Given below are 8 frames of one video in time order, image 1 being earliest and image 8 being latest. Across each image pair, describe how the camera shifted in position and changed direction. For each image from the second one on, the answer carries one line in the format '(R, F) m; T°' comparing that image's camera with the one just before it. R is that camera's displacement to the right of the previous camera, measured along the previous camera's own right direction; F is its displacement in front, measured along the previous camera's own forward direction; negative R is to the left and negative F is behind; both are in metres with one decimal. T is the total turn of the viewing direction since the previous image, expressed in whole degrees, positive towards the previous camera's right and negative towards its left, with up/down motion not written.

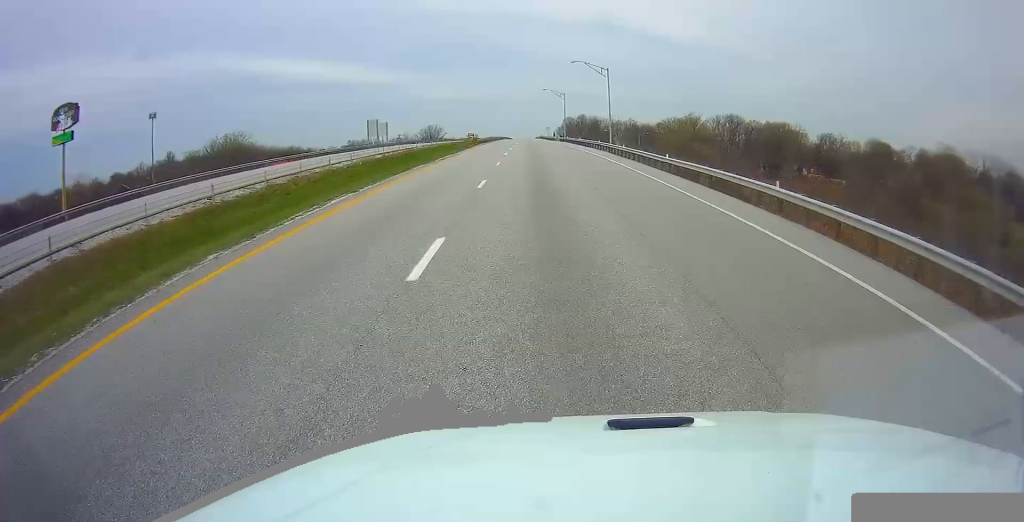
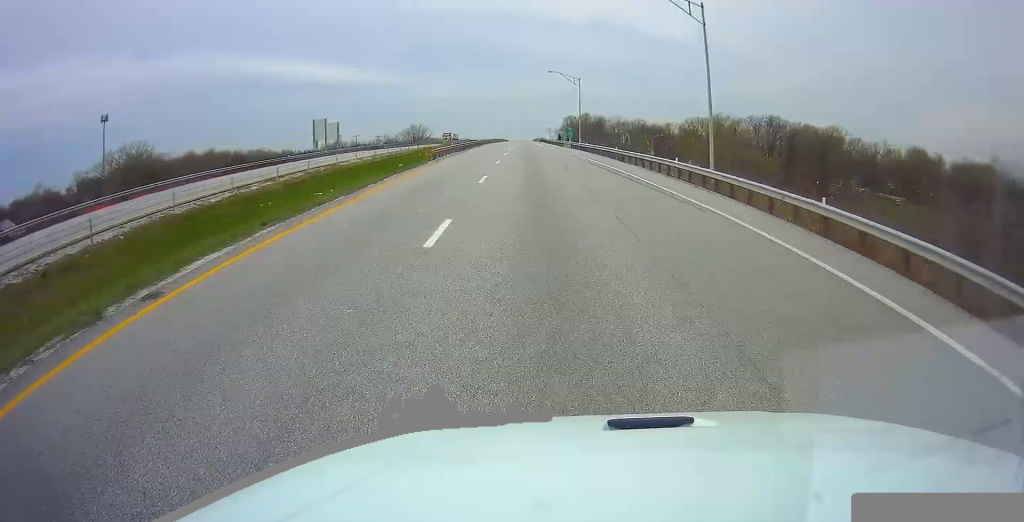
(-0.3, +33.7) m; 0°
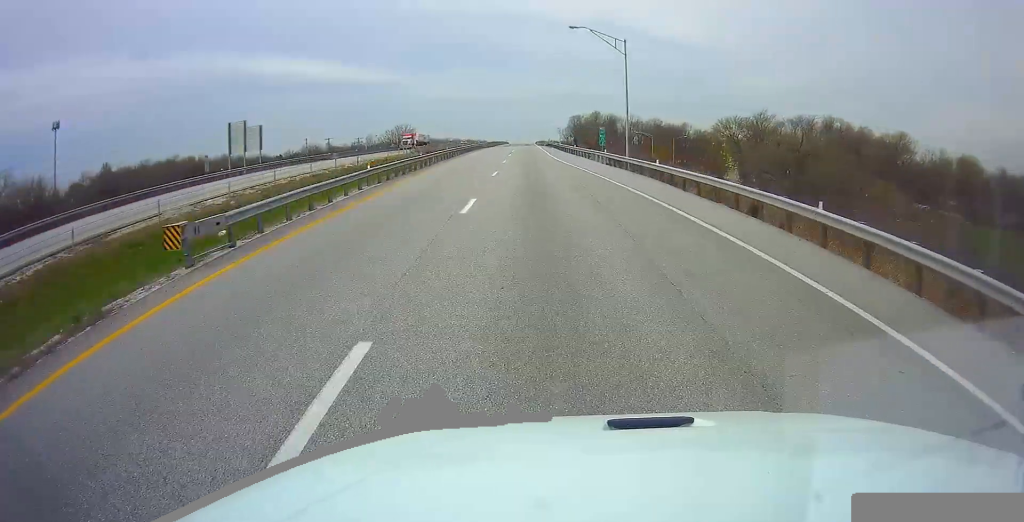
(+0.2, +31.7) m; +1°
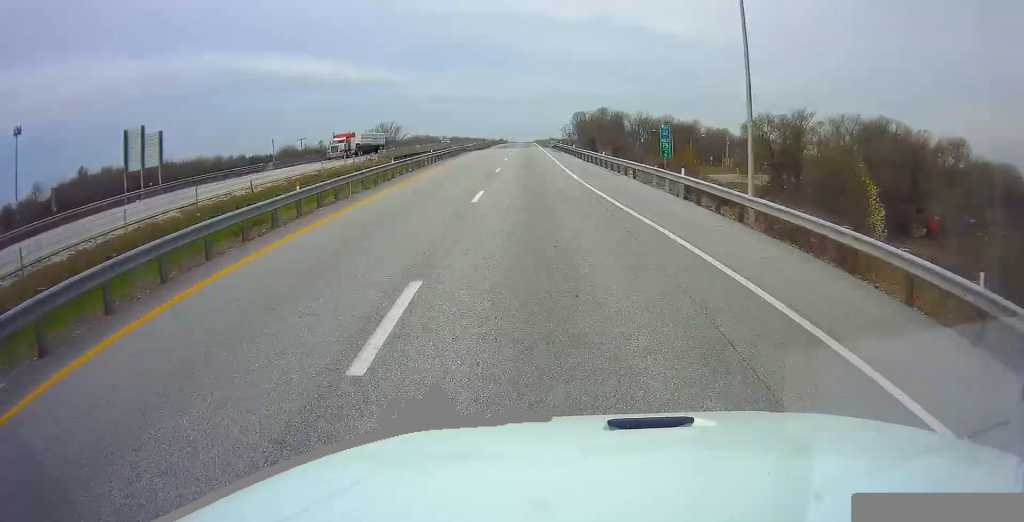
(+0.1, +21.8) m; 0°
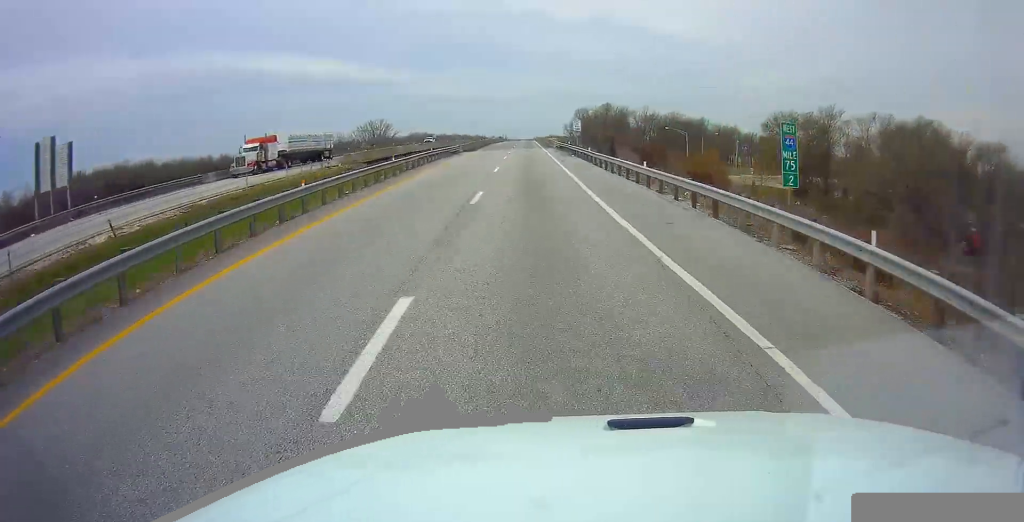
(+0.1, +12.9) m; 0°
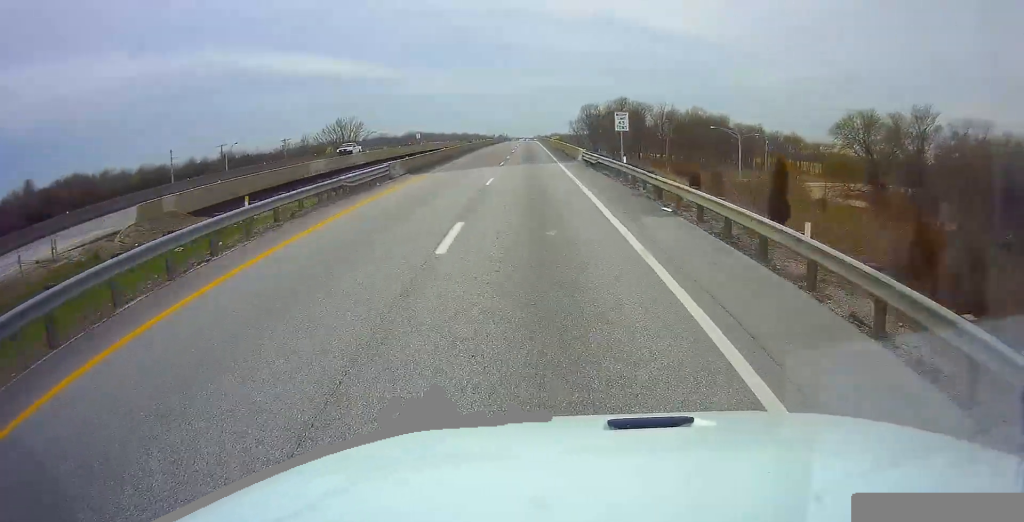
(-0.5, +30.6) m; 0°
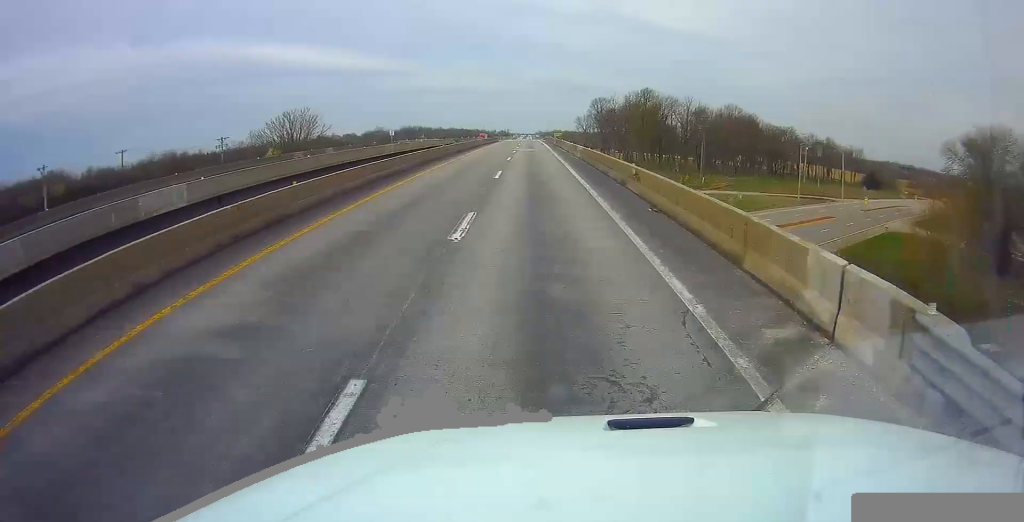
(+0.3, +32.7) m; 0°
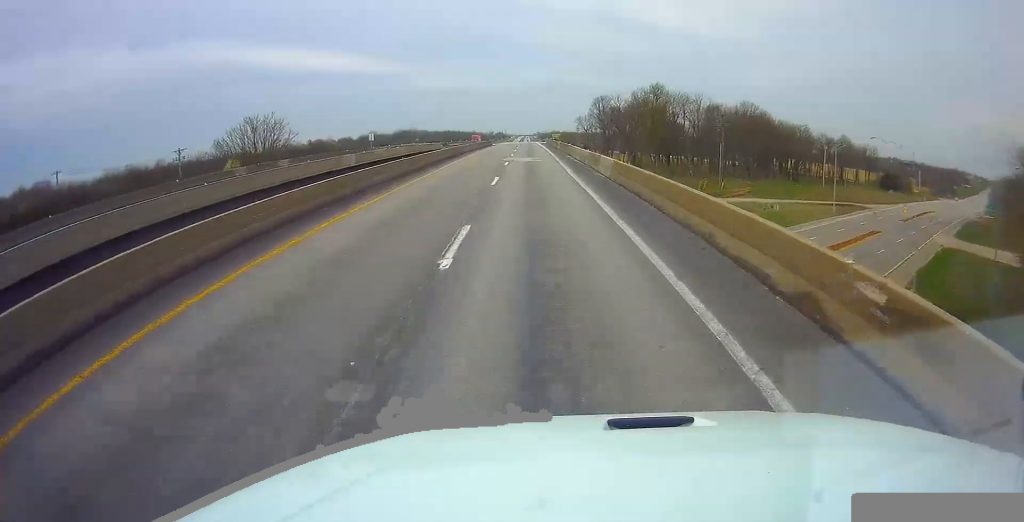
(-0.1, +14.9) m; 0°
